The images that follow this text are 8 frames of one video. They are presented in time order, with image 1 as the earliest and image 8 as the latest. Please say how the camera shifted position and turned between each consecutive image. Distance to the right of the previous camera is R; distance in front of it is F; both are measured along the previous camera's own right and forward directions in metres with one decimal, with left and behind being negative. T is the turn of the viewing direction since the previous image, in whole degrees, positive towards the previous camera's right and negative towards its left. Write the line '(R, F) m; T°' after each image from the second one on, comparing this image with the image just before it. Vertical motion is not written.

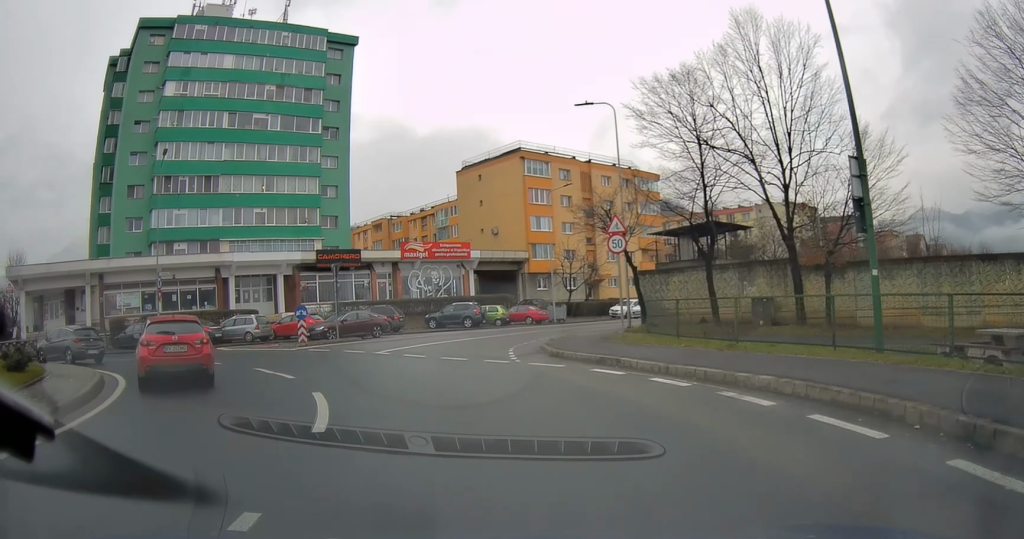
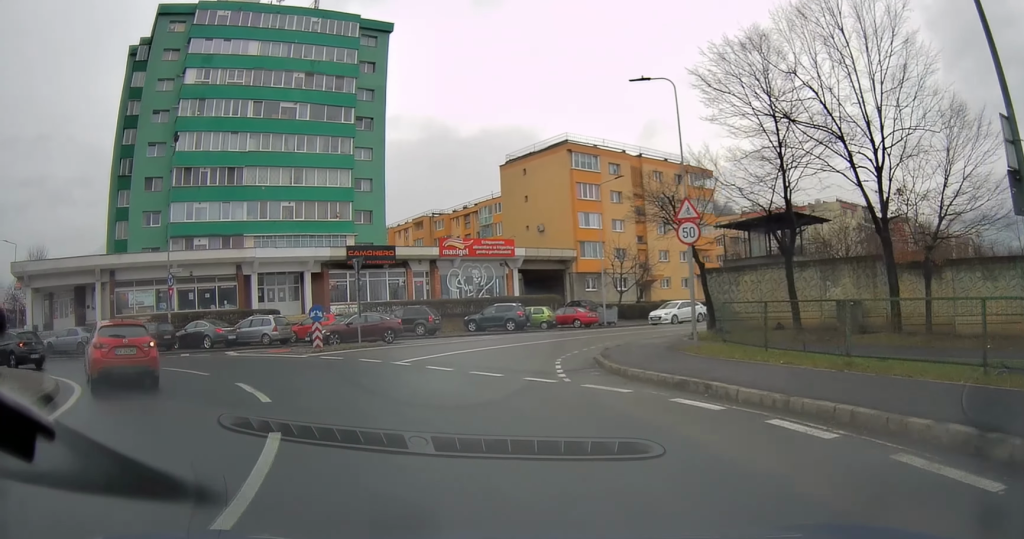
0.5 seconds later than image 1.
(0.0, +3.5) m; -4°
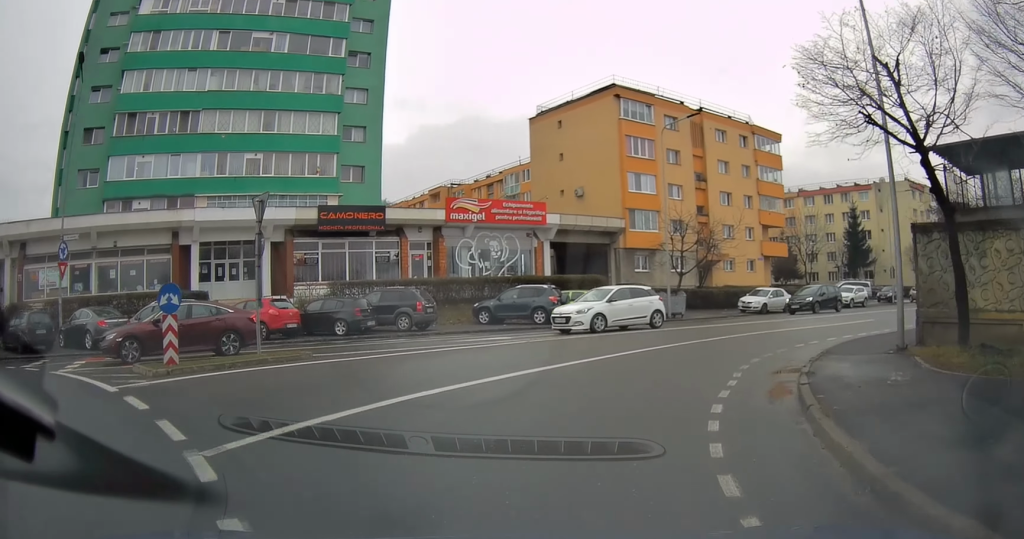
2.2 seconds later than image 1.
(-0.5, +12.1) m; +2°
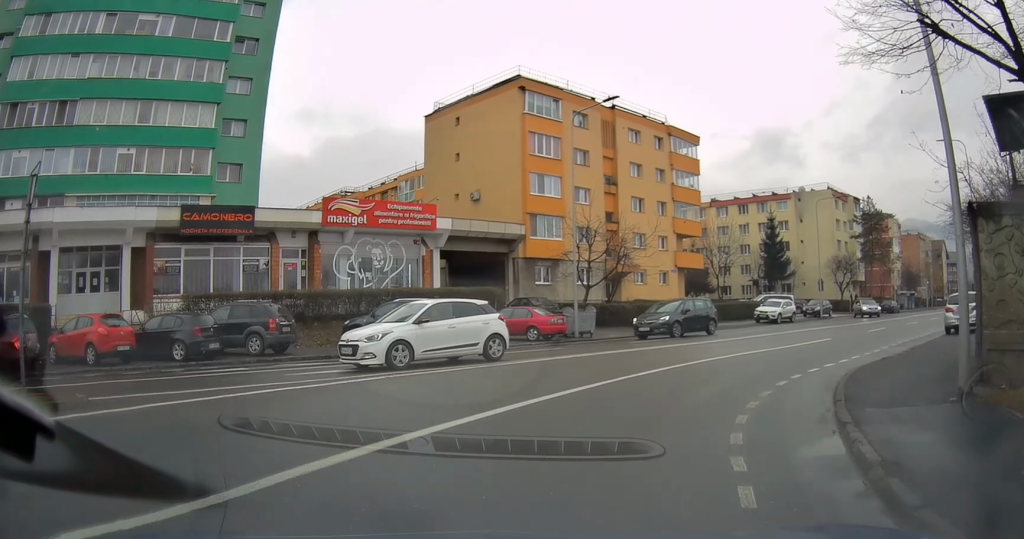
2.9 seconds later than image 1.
(+0.2, +4.9) m; +7°
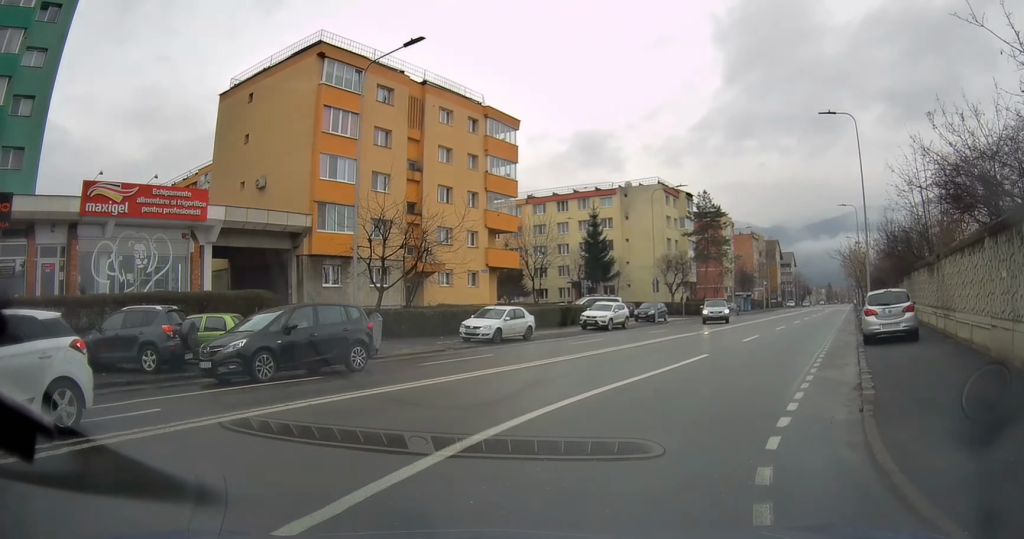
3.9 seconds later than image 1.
(+0.6, +6.6) m; +14°
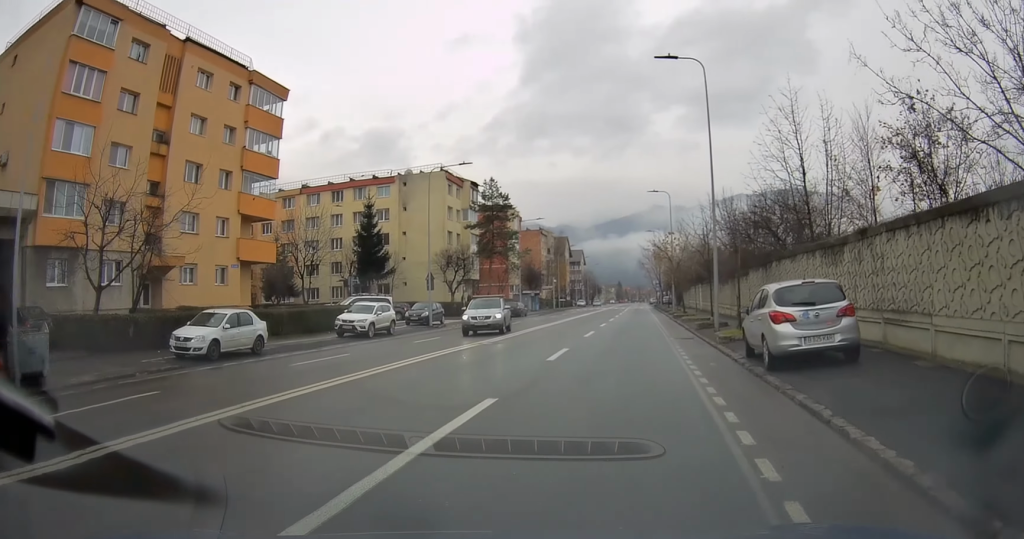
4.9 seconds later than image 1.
(+1.2, +7.7) m; +11°
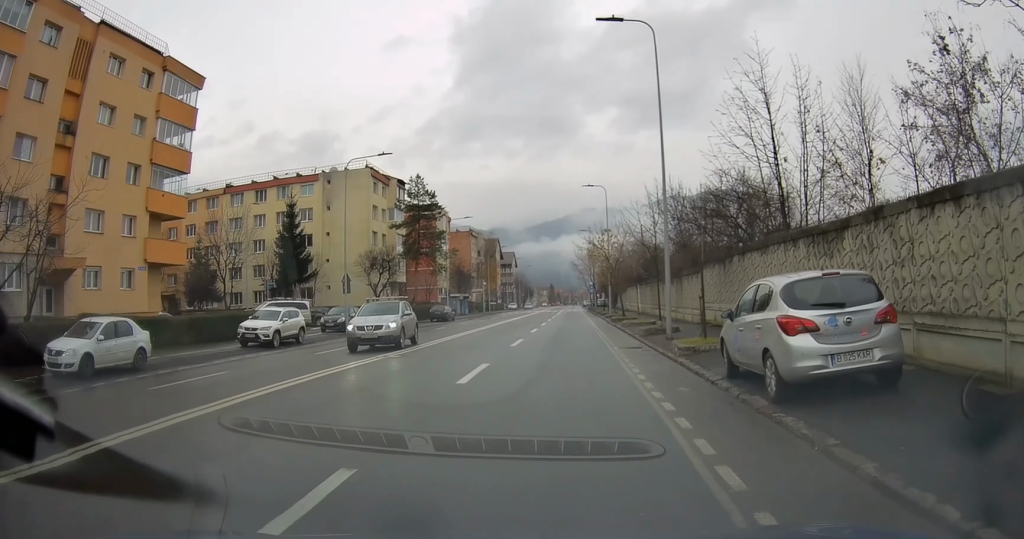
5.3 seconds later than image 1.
(-0.1, +3.7) m; +3°
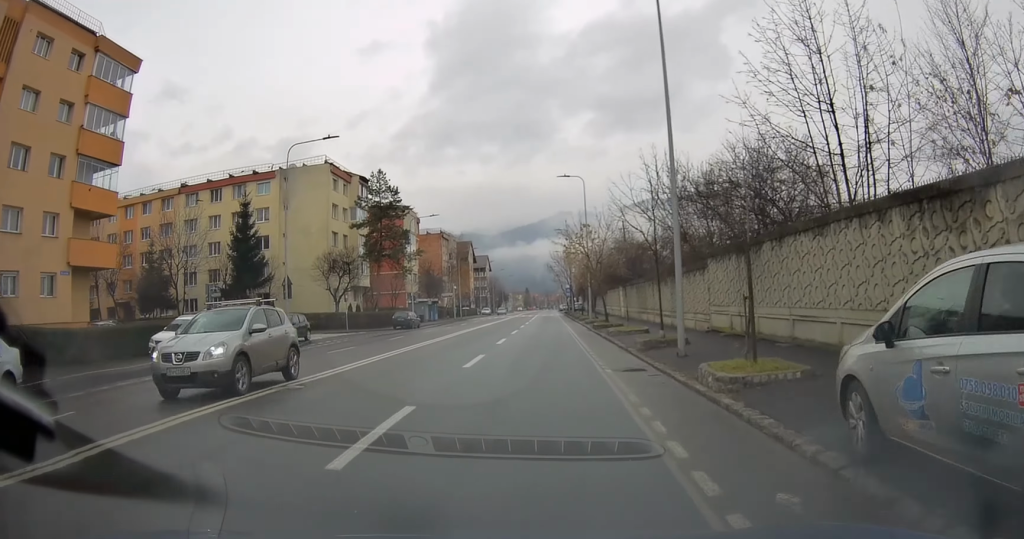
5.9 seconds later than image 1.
(+0.2, +5.3) m; +5°
